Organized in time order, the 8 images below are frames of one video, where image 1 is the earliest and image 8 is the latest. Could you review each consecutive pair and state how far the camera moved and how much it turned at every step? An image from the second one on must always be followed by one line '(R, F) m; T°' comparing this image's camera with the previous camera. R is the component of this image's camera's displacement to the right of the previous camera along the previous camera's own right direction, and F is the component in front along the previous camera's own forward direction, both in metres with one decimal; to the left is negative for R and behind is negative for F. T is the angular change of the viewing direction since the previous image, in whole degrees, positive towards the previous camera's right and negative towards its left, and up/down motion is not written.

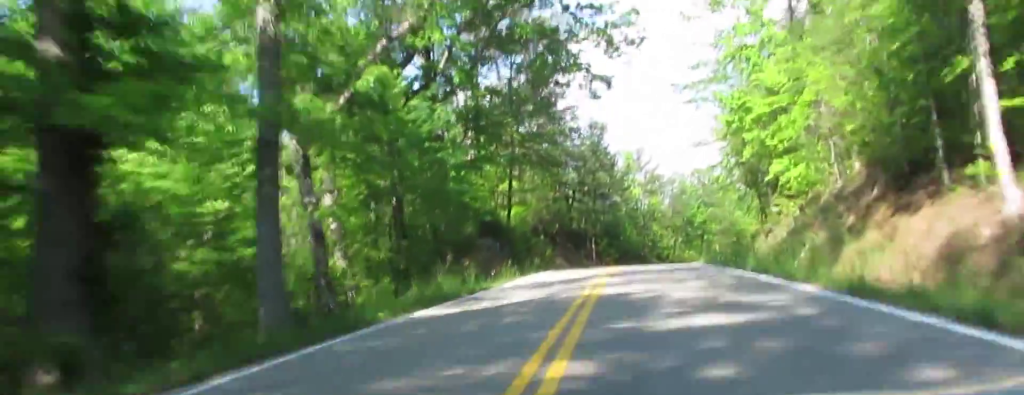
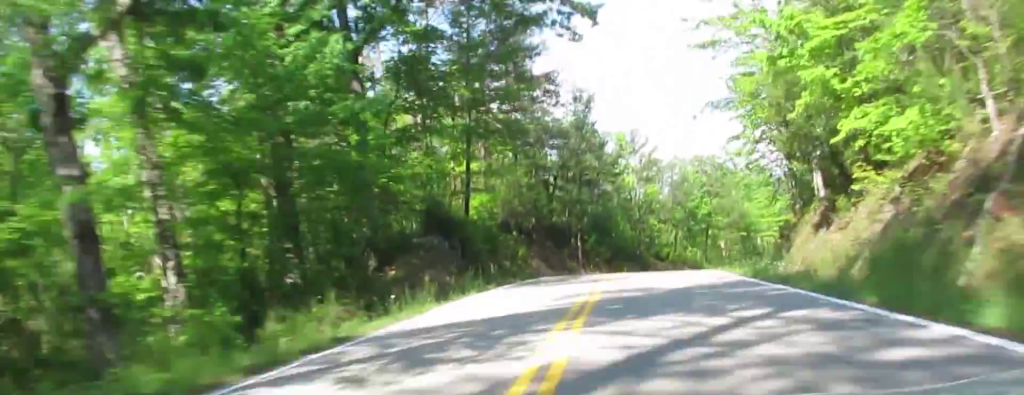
(-0.5, +17.6) m; -2°
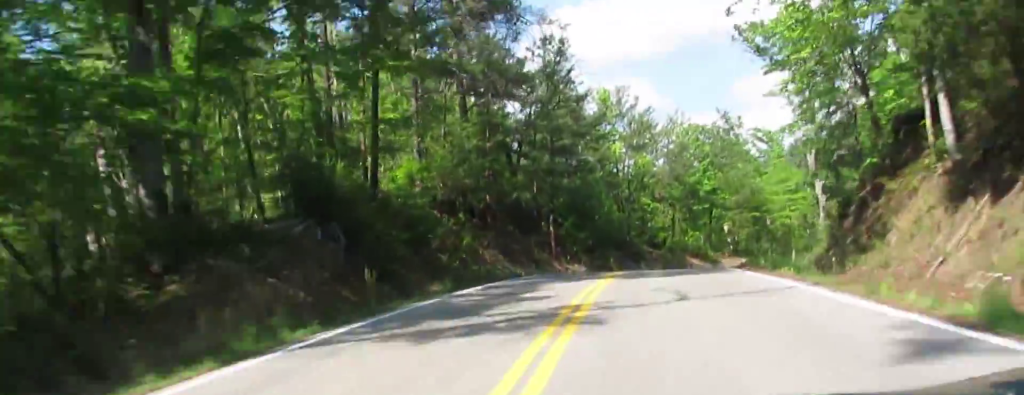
(-0.2, +21.2) m; -1°
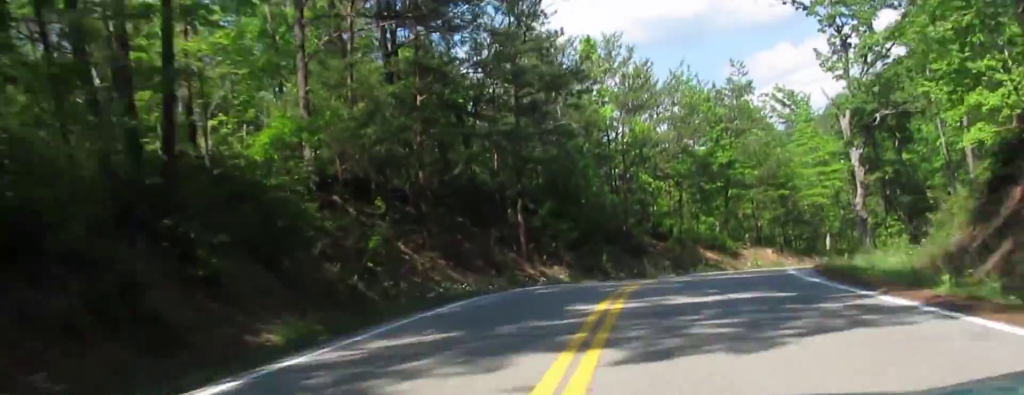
(-0.2, +20.9) m; 0°
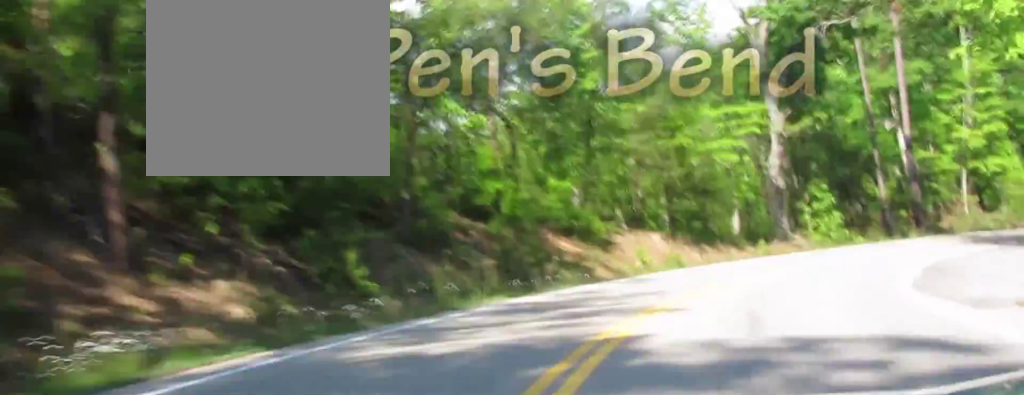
(+0.2, +28.7) m; +2°
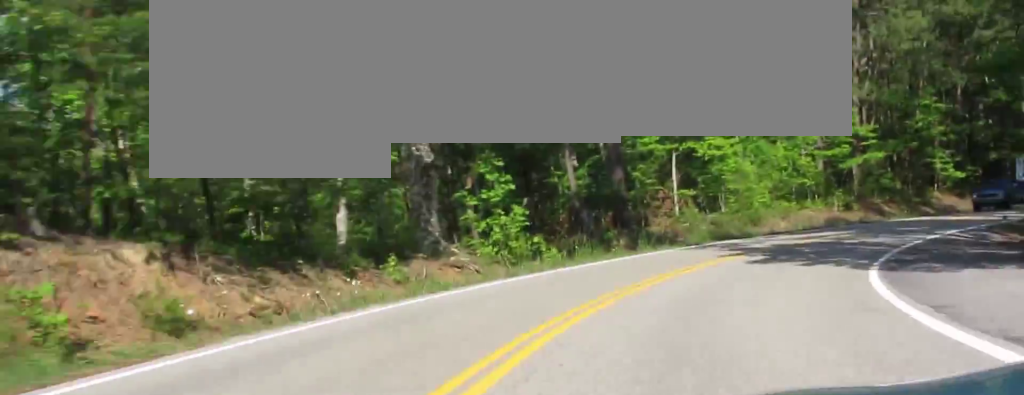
(+0.5, +19.1) m; +5°
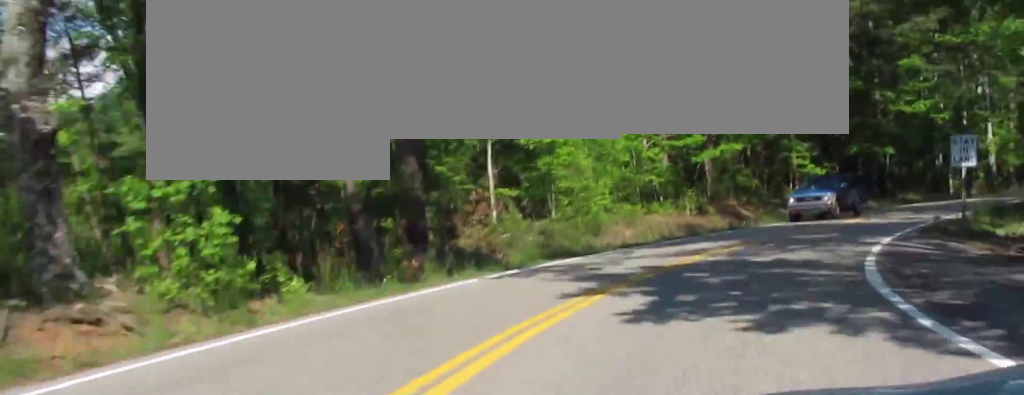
(0.0, +9.7) m; +5°
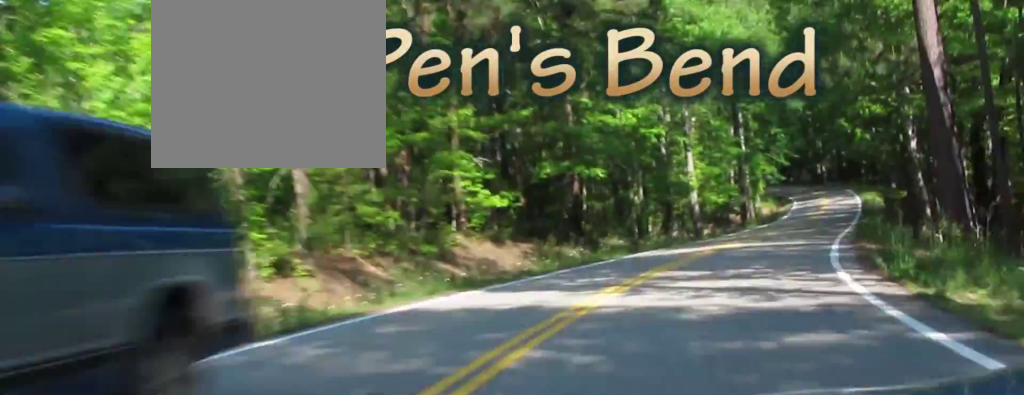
(+2.3, +19.6) m; +13°
